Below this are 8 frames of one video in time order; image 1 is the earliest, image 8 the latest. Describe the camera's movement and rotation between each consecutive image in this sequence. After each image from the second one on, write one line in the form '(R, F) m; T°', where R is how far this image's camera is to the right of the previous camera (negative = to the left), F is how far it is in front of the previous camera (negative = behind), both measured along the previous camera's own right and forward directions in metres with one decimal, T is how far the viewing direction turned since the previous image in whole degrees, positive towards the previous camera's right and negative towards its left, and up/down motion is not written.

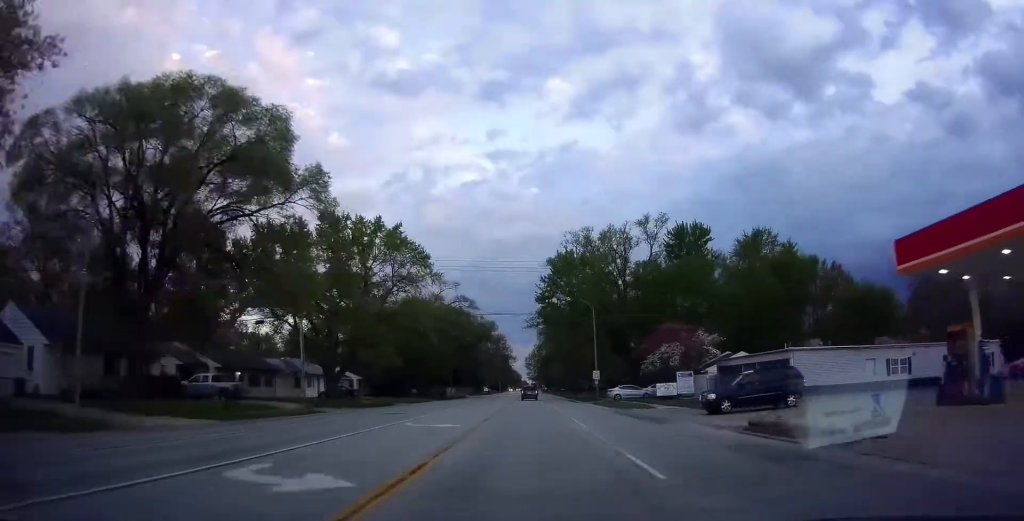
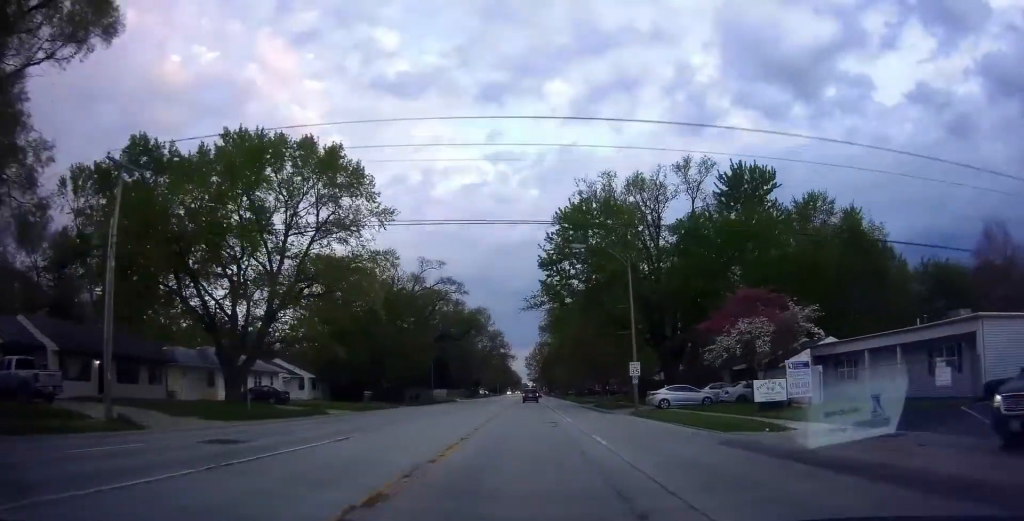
(-0.2, +18.5) m; 0°
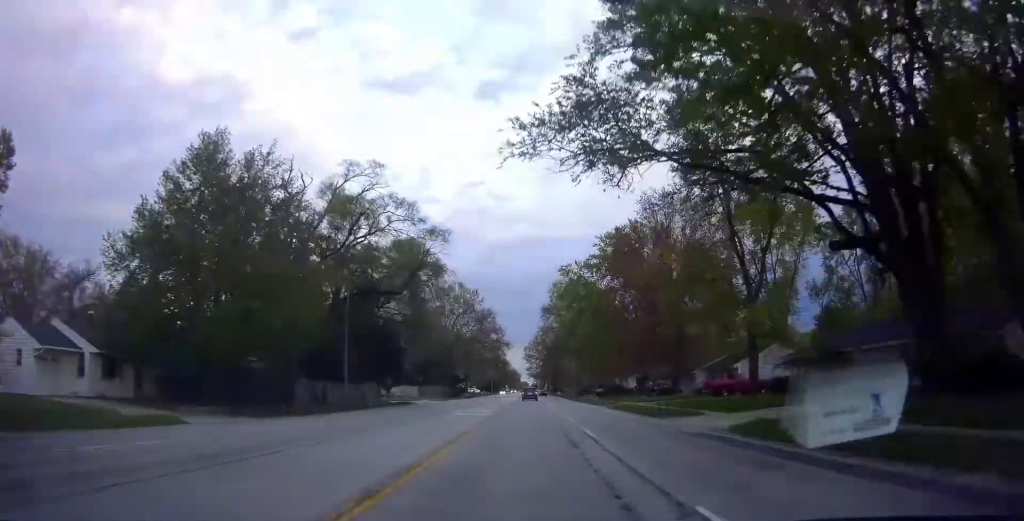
(+0.6, +36.8) m; +1°
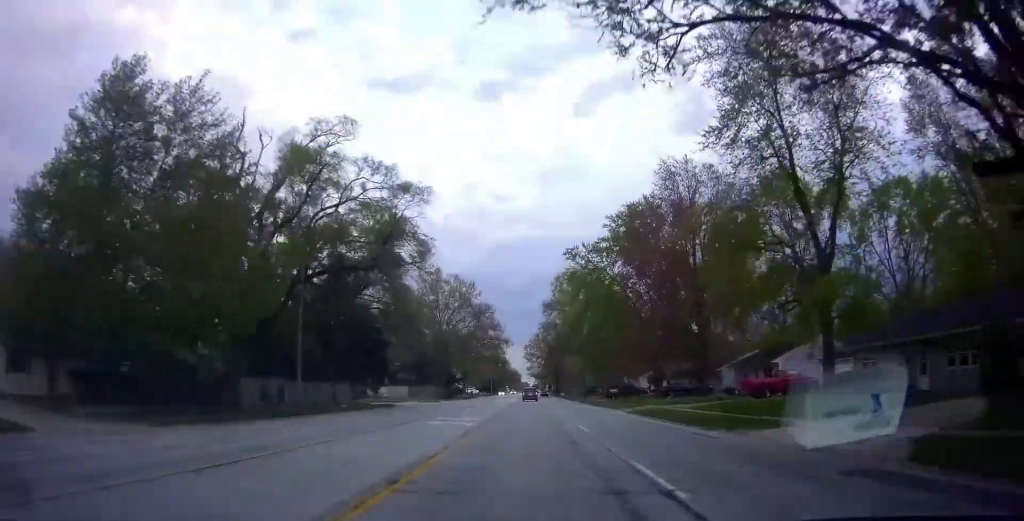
(0.0, +8.8) m; 0°
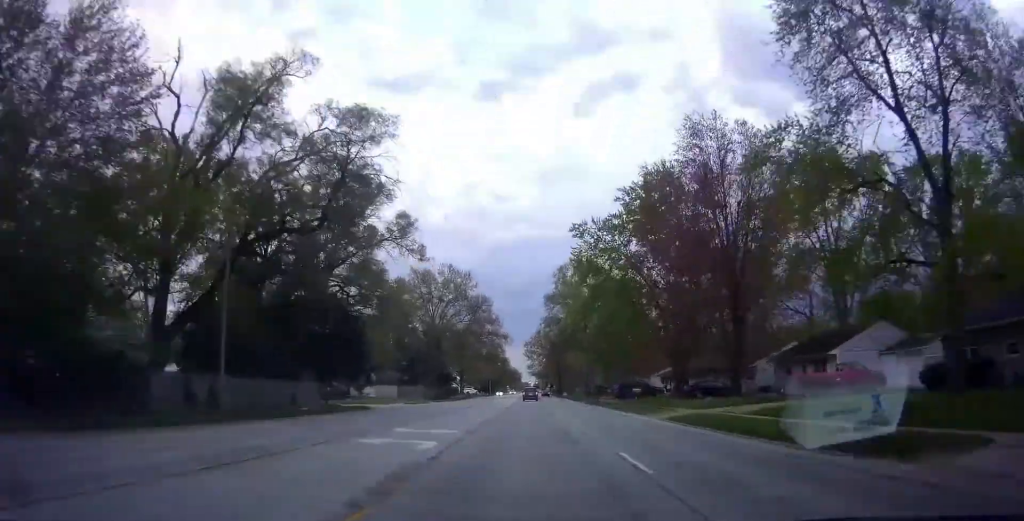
(0.0, +8.2) m; 0°
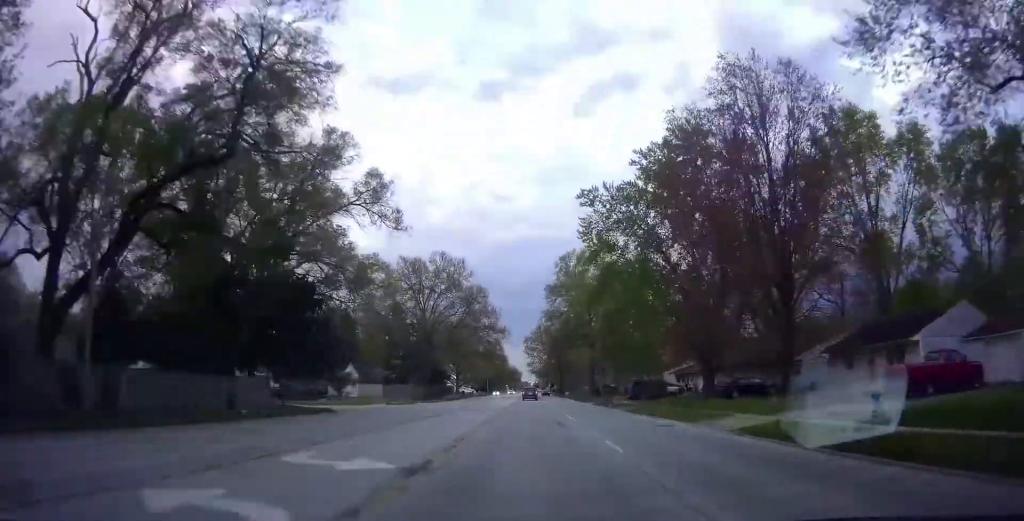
(0.0, +9.4) m; 0°
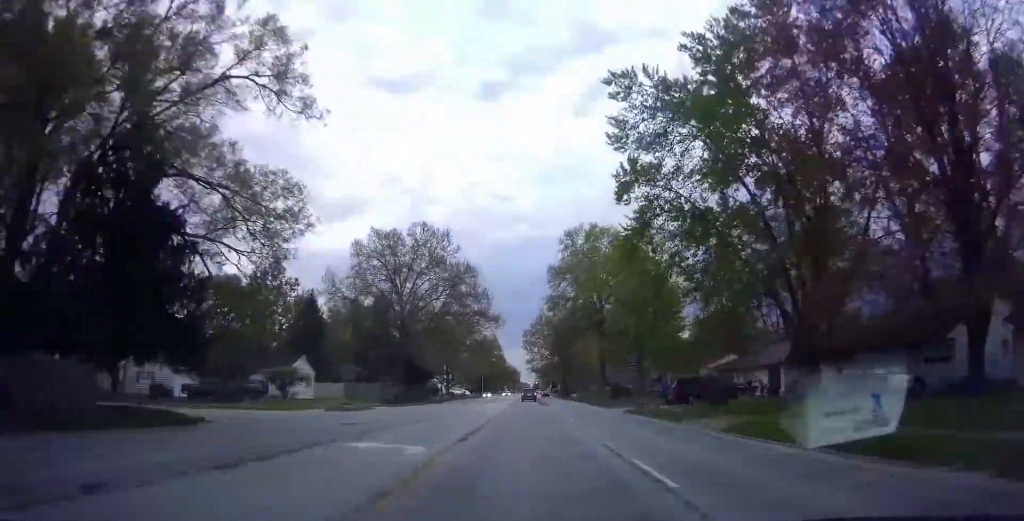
(0.0, +16.4) m; 0°
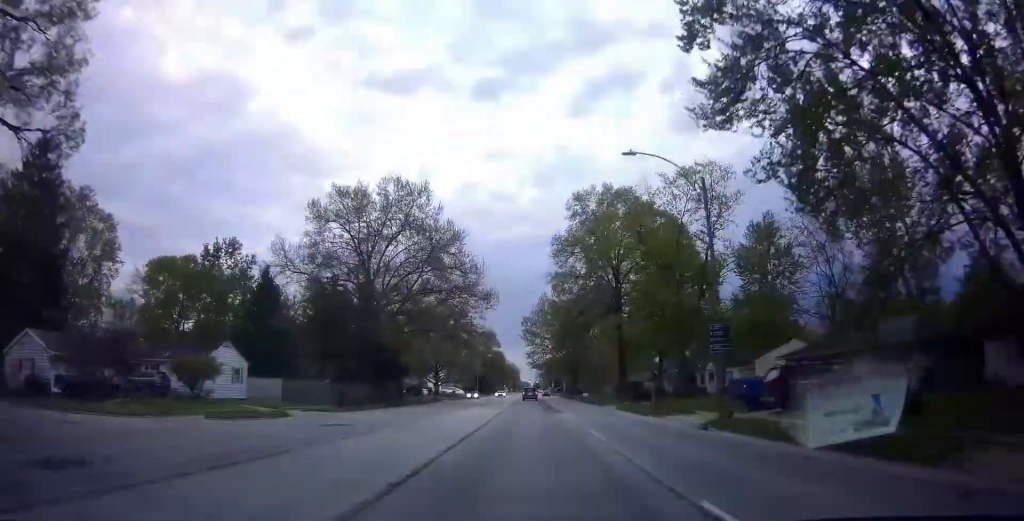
(0.0, +15.7) m; 0°
